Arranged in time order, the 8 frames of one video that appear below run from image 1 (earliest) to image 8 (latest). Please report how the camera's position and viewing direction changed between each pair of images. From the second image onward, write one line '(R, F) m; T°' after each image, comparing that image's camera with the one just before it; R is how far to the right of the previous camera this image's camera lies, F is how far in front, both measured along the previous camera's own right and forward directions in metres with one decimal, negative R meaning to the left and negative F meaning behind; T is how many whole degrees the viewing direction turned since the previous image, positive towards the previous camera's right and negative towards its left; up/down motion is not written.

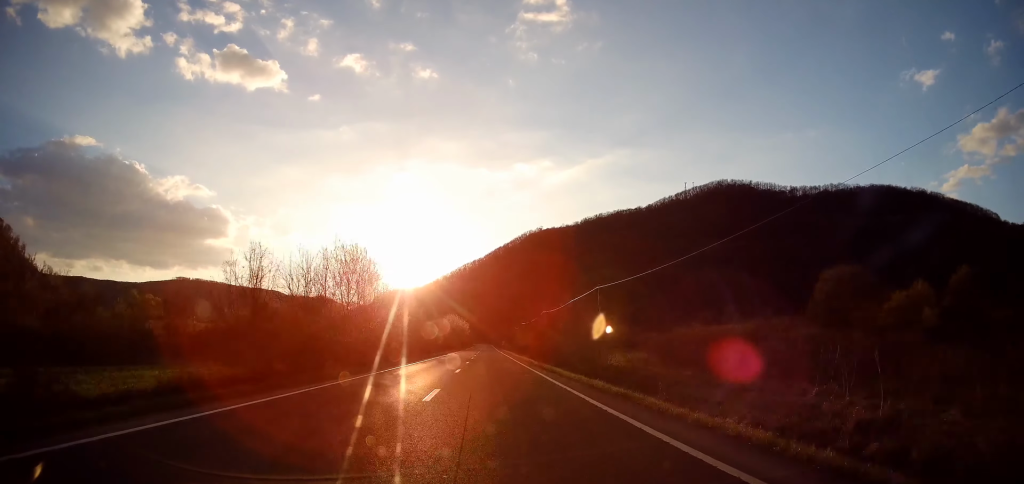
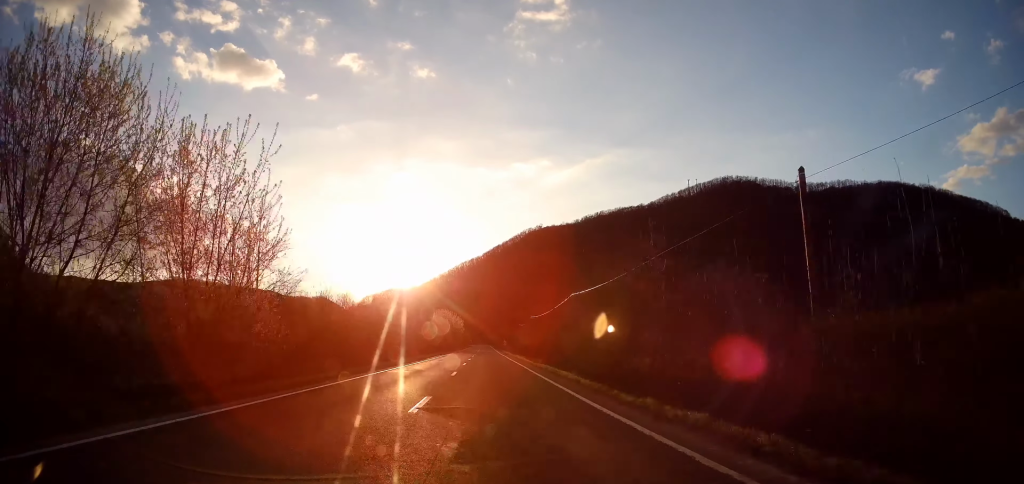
(-0.1, +25.4) m; 0°
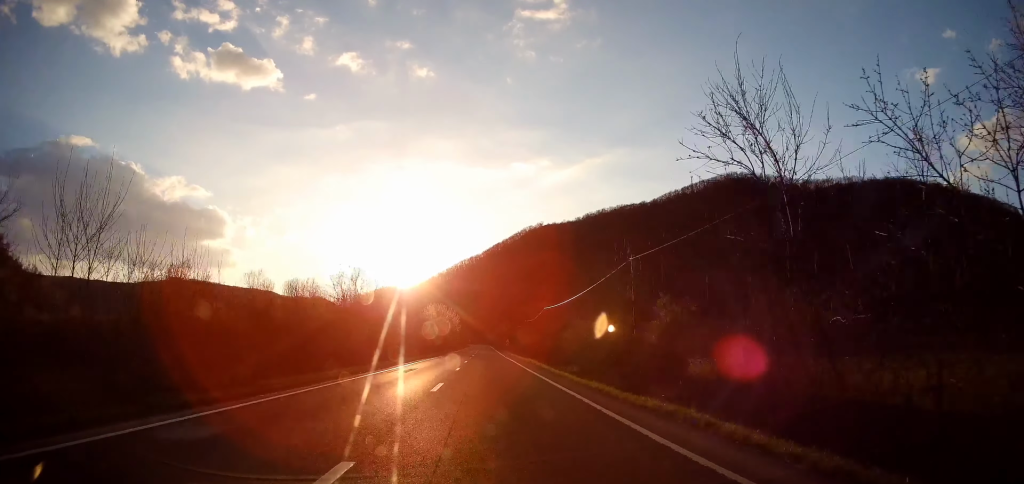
(+0.5, +19.0) m; 0°
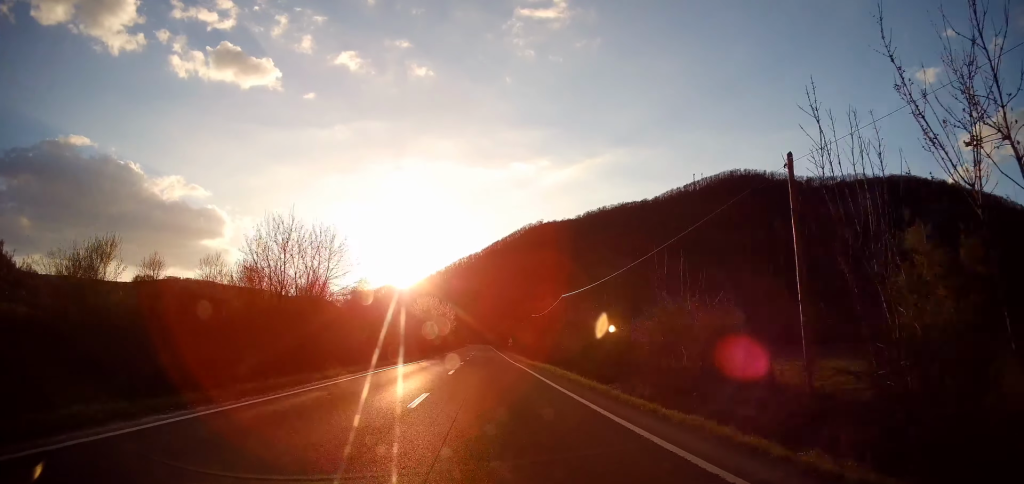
(-0.3, +15.4) m; -1°
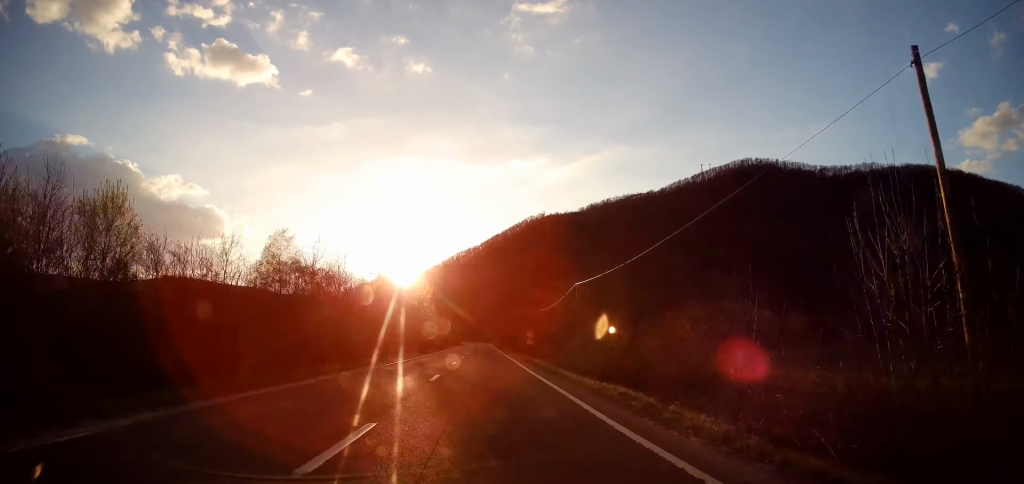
(-0.2, +40.8) m; +1°
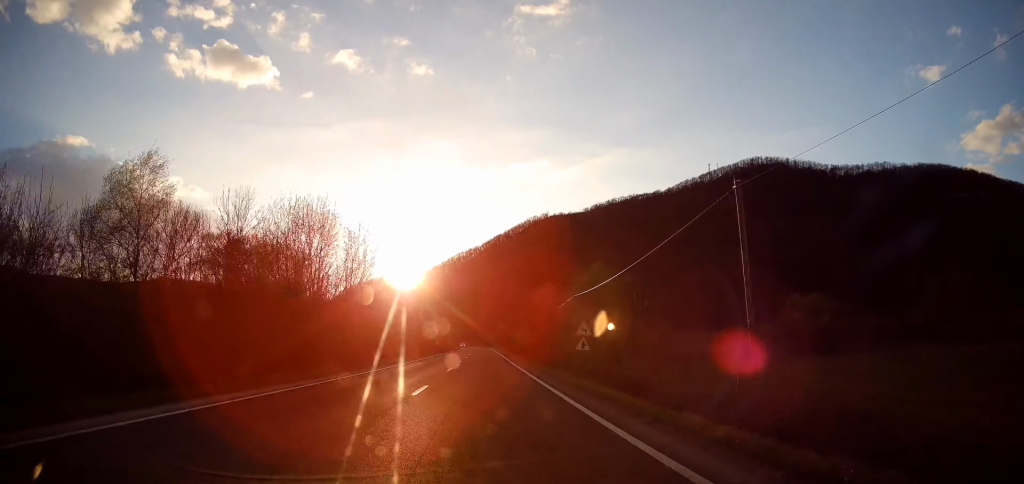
(+0.5, +27.2) m; +1°
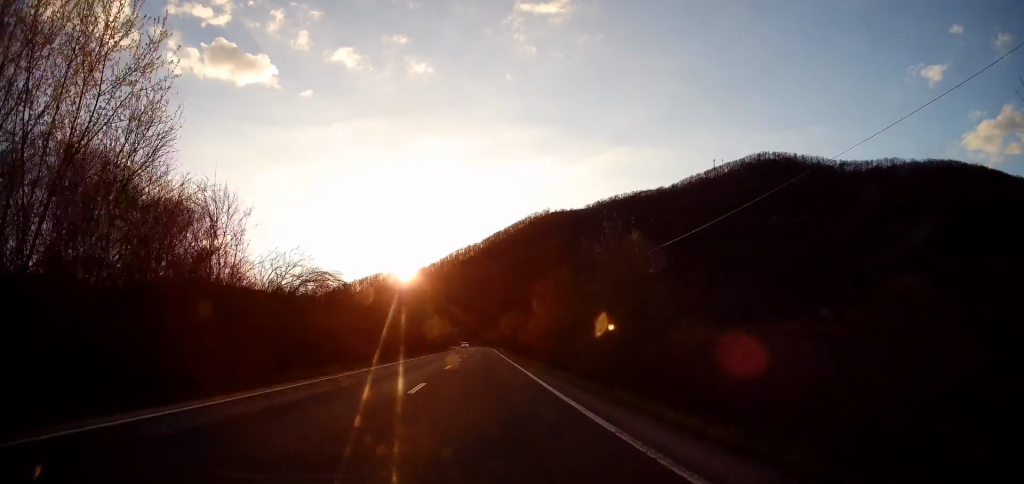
(+0.1, +23.5) m; -1°
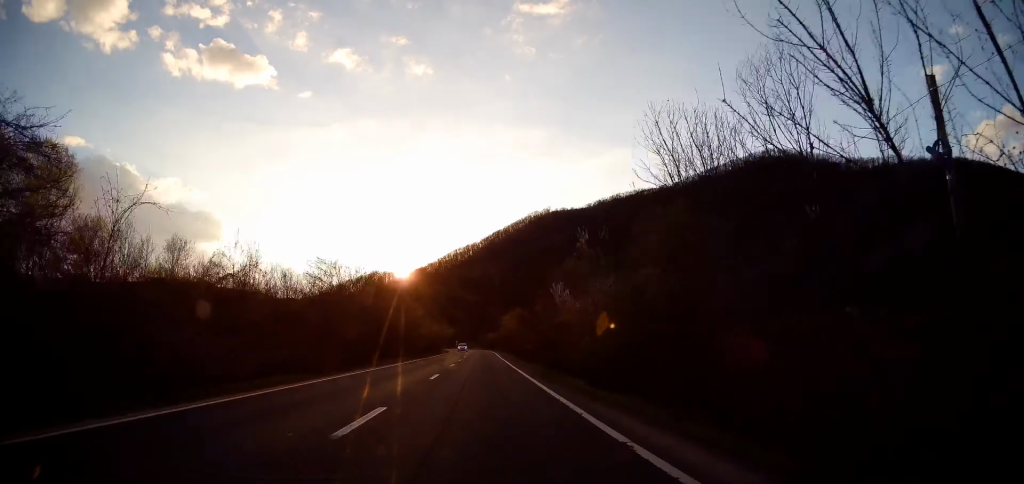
(-0.3, +17.9) m; -1°
